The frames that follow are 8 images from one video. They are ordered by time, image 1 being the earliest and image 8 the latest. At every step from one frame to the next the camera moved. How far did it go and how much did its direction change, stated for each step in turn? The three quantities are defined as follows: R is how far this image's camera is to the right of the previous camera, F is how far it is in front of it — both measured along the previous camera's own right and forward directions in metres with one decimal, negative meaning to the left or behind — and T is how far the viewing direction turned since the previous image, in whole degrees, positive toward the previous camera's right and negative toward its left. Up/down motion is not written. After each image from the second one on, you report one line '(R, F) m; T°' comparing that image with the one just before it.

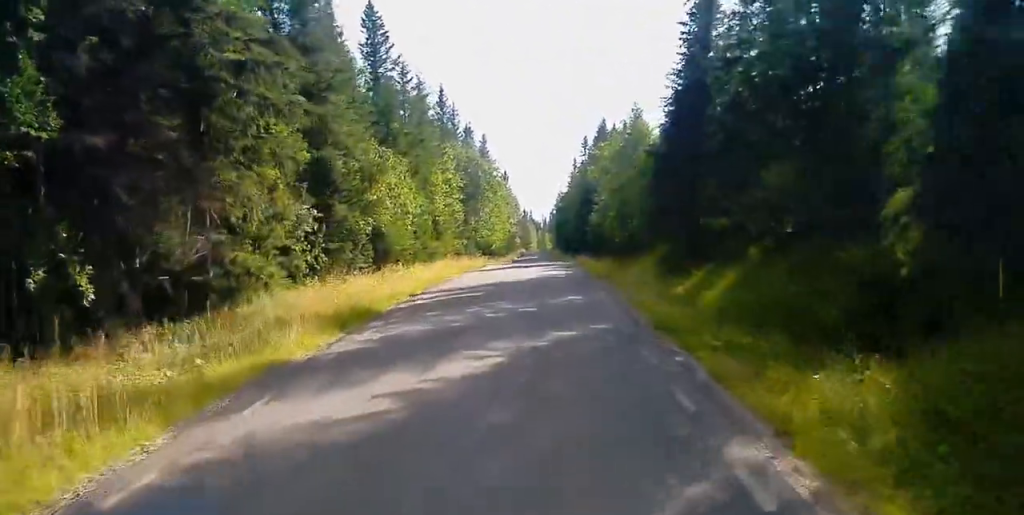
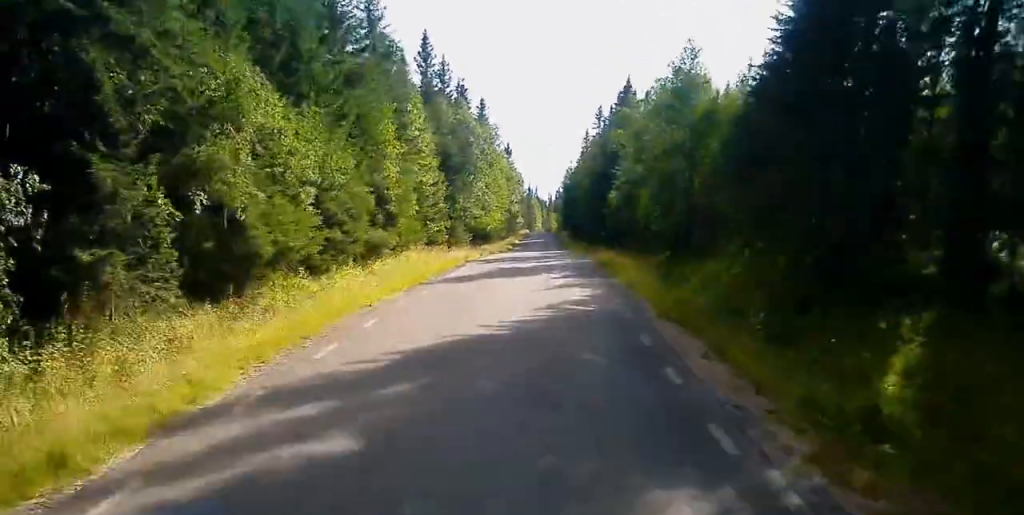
(0.0, +16.2) m; 0°
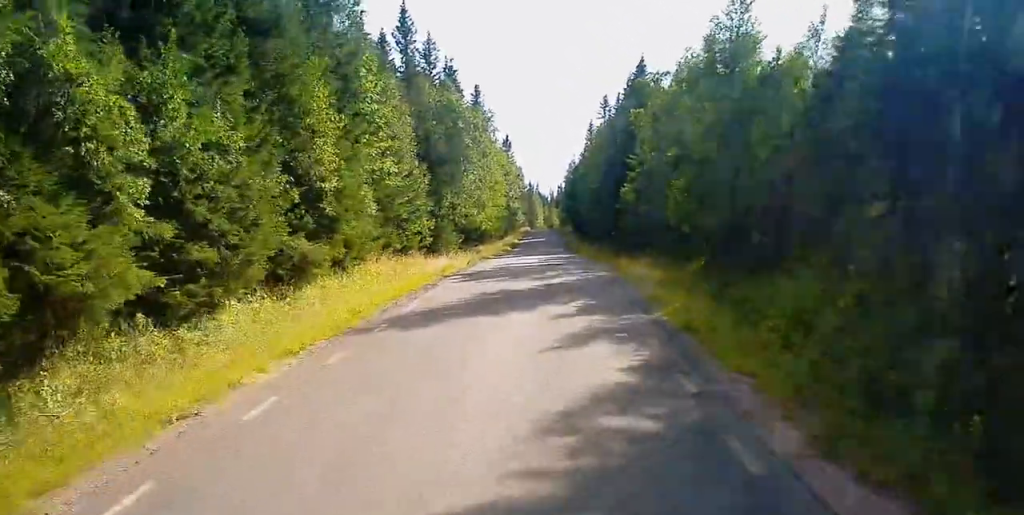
(0.0, +9.1) m; 0°
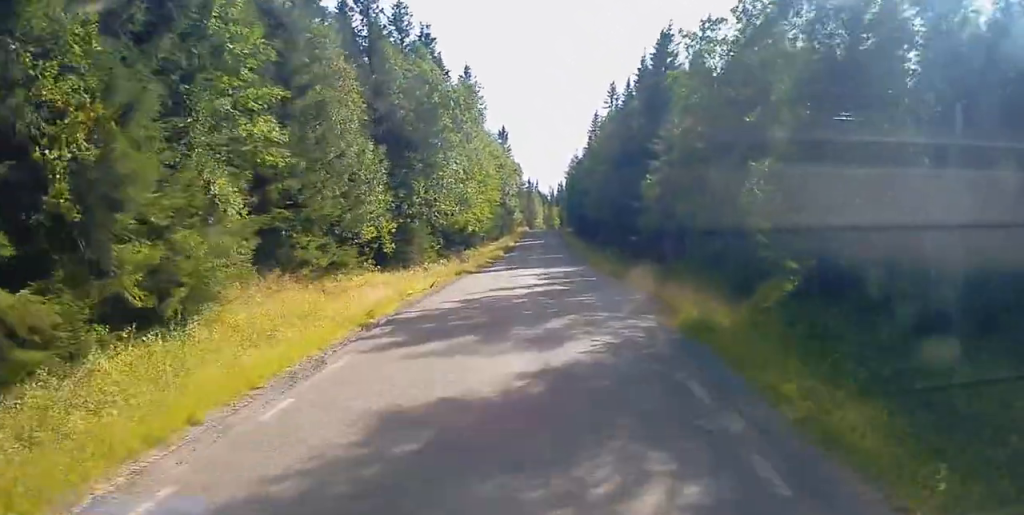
(0.0, +12.4) m; 0°
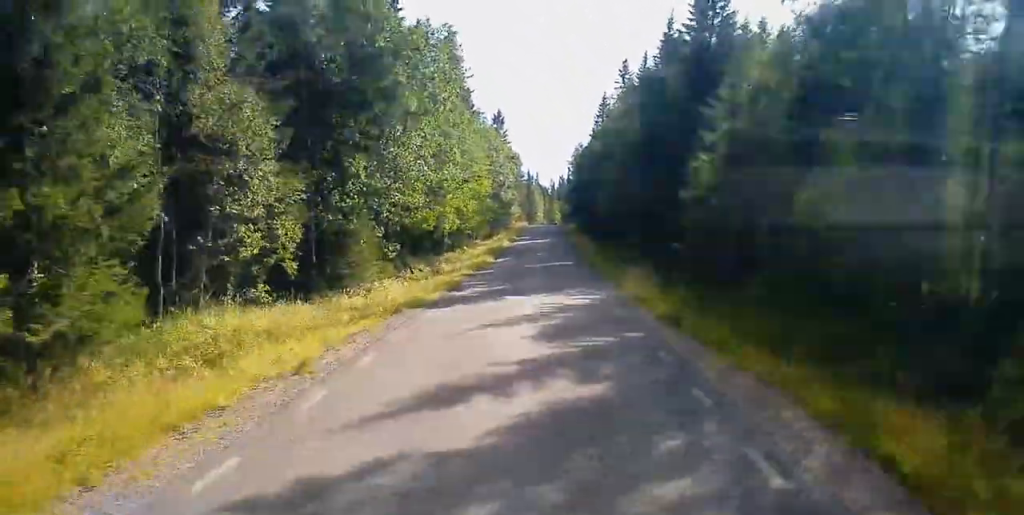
(0.0, +14.6) m; 0°
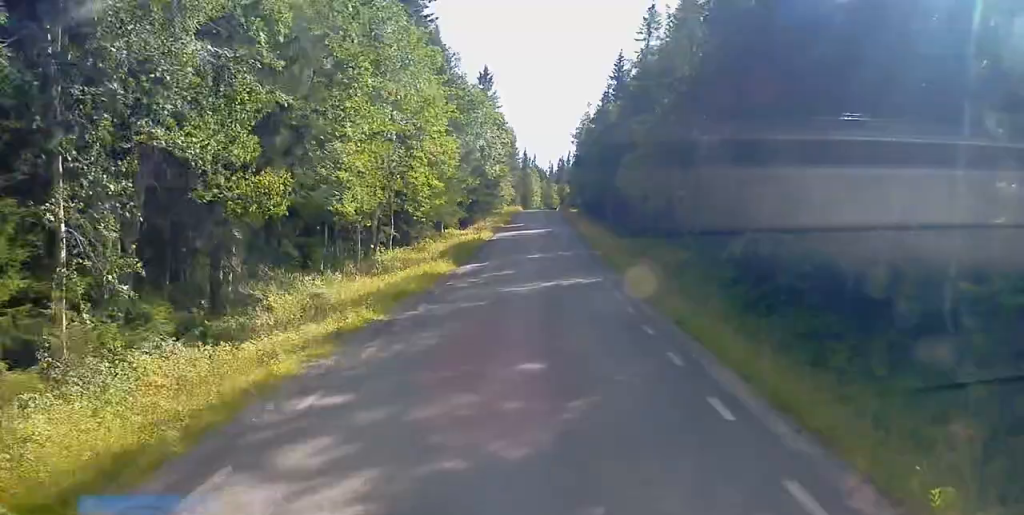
(+0.2, +22.5) m; +1°
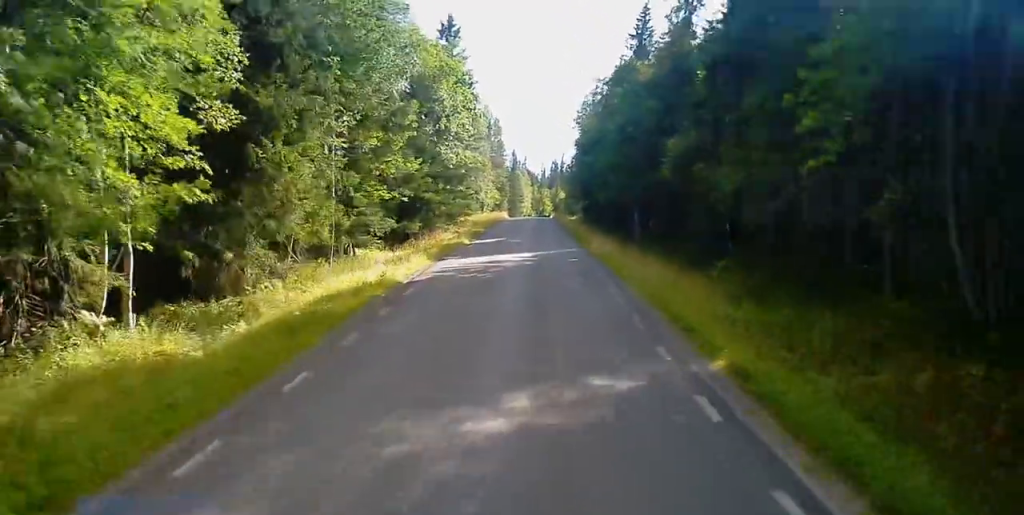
(0.0, +27.5) m; 0°
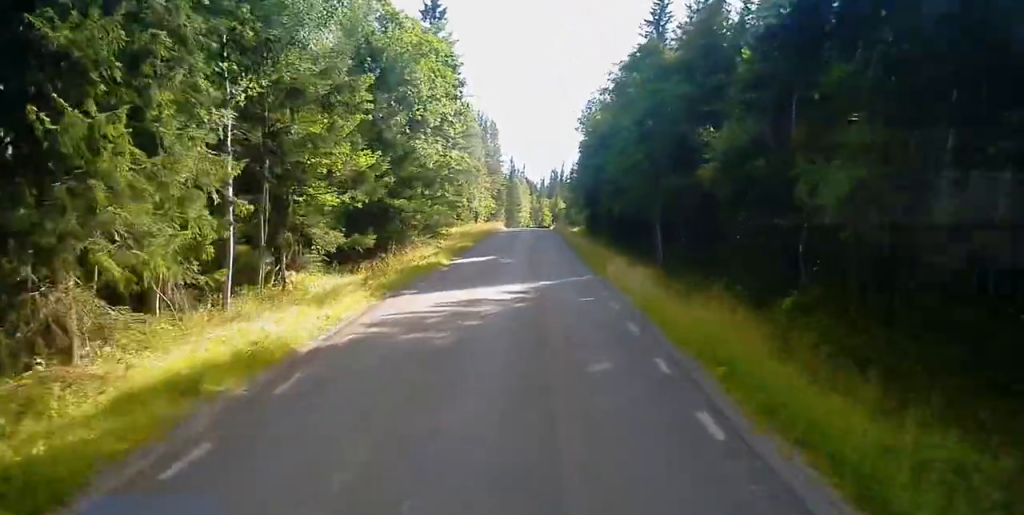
(0.0, +9.4) m; 0°
